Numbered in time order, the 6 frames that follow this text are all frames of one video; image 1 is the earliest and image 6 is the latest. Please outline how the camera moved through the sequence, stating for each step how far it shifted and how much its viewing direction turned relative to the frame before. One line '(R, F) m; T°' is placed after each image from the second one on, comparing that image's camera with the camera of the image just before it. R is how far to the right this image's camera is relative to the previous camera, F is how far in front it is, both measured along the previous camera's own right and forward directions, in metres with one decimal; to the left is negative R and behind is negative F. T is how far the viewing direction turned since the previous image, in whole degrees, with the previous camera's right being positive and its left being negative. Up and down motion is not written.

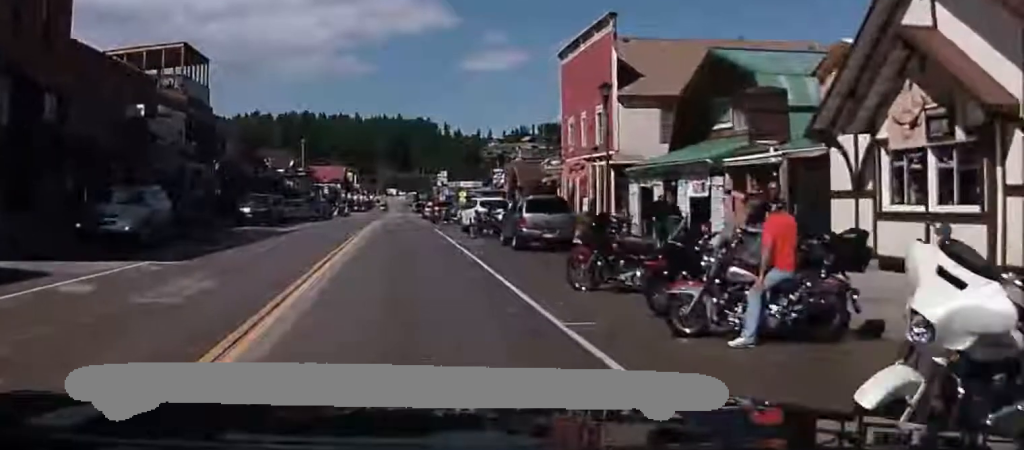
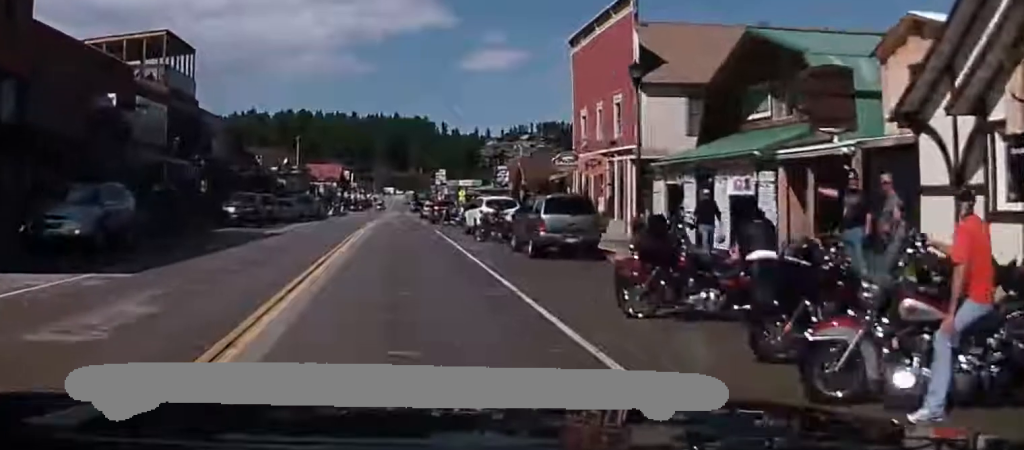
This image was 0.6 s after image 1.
(0.0, +3.5) m; 0°
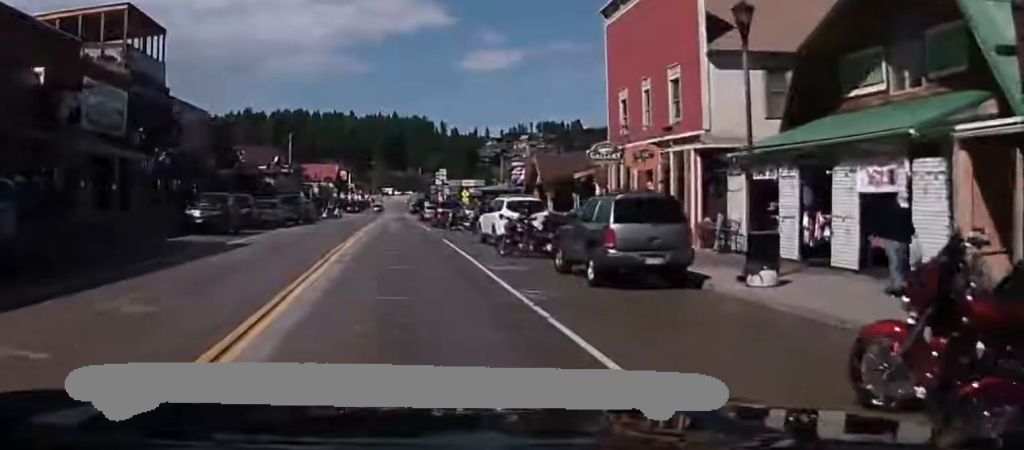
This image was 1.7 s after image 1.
(-0.1, +6.8) m; -3°
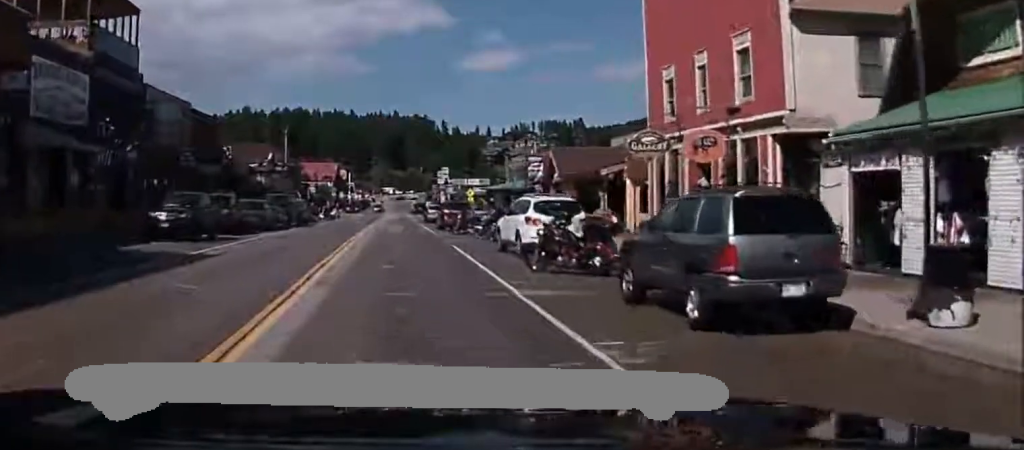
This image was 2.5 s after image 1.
(-0.2, +5.0) m; -1°
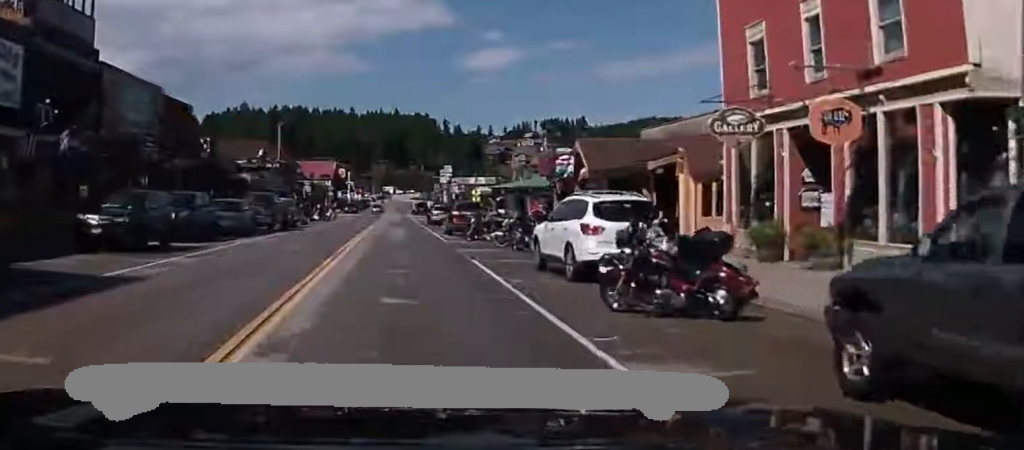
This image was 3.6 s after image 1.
(+0.2, +6.0) m; +3°
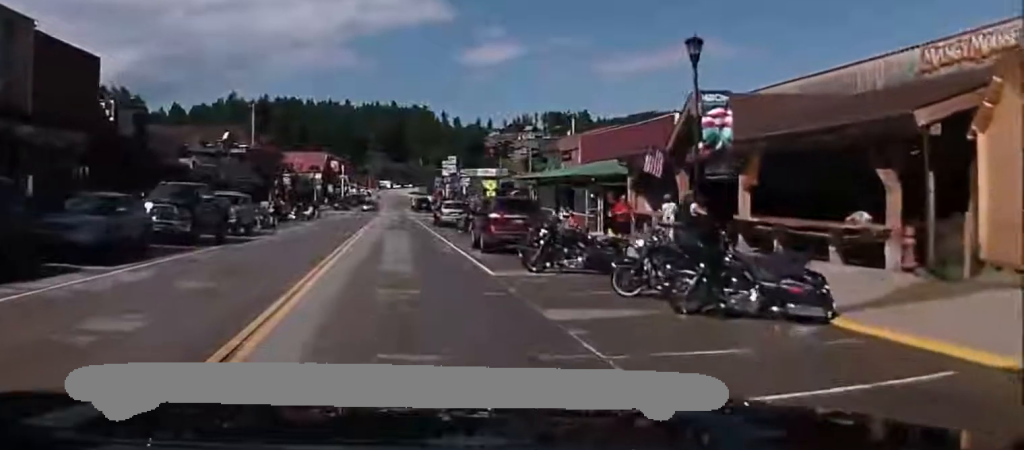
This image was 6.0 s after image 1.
(+0.3, +15.0) m; +1°
